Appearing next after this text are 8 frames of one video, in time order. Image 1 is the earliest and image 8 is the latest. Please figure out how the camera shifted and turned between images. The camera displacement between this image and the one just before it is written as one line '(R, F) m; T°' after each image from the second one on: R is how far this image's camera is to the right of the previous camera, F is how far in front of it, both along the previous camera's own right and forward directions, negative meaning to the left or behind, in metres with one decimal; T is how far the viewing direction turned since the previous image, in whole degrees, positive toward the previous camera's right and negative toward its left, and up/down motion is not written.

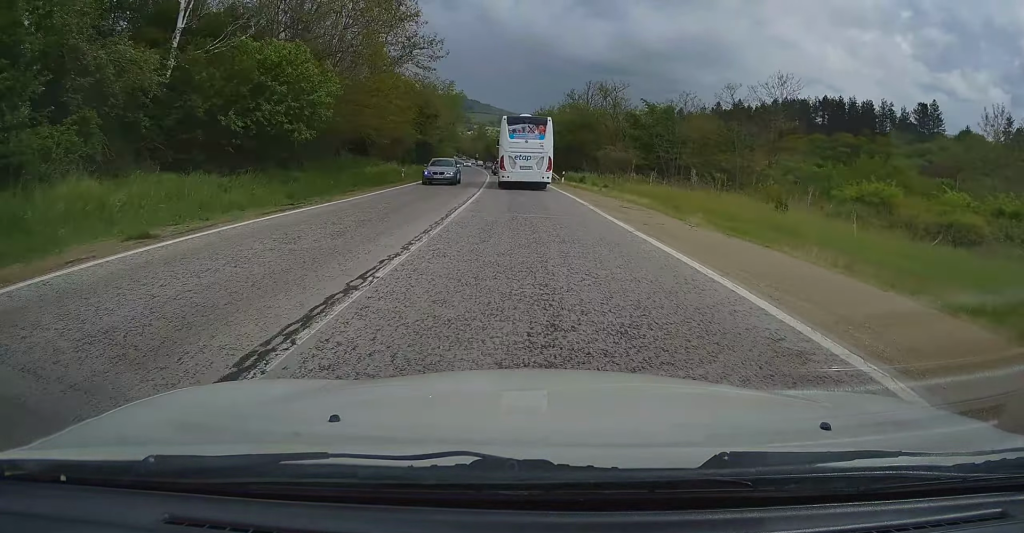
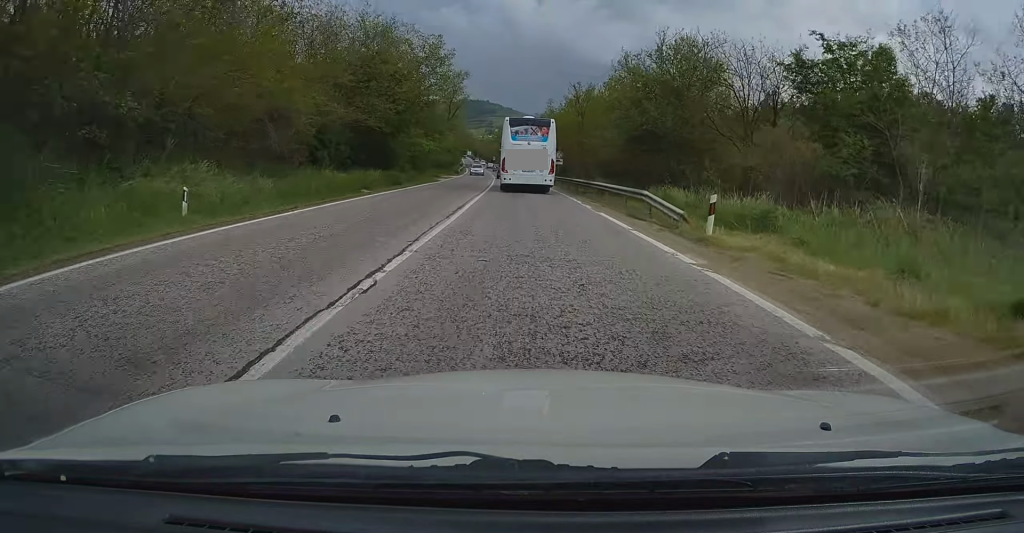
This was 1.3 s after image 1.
(-0.5, +31.1) m; -2°
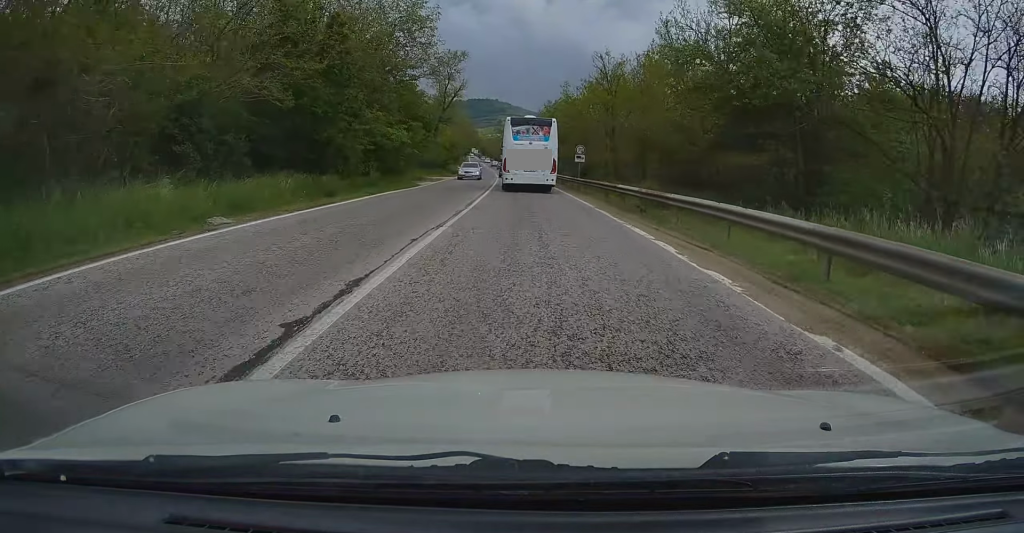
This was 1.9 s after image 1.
(0.0, +14.0) m; -1°
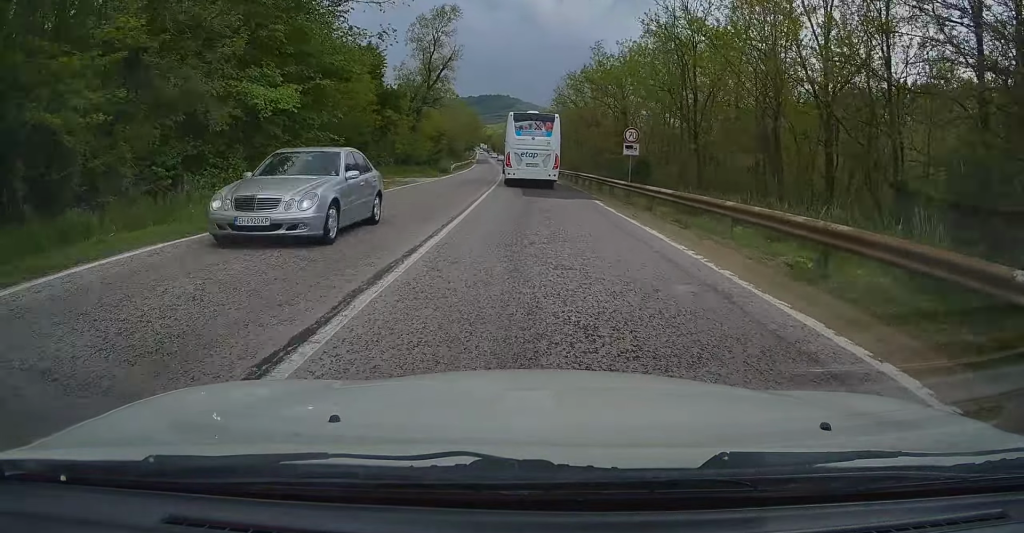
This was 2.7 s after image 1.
(-0.2, +18.5) m; -1°
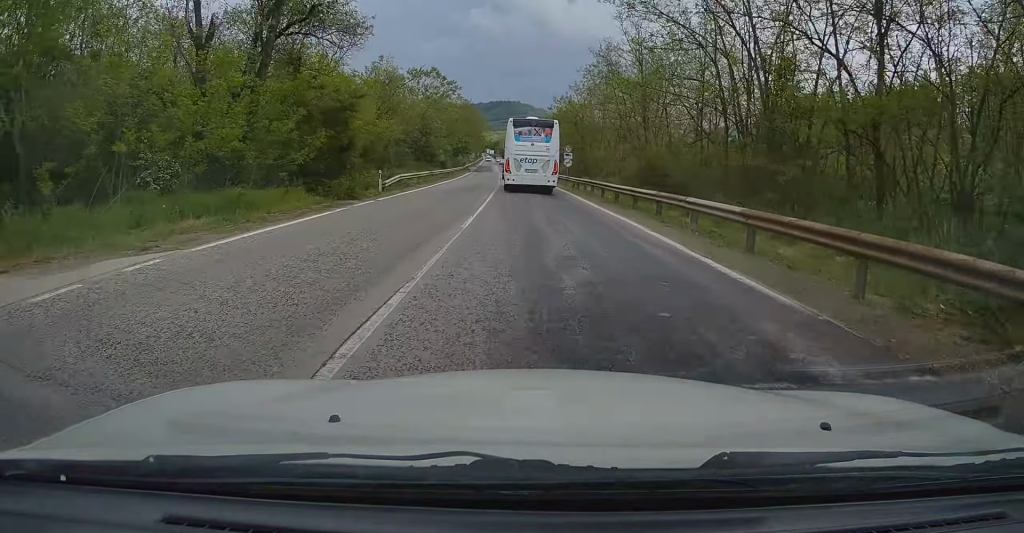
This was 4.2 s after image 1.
(-0.4, +34.5) m; -2°
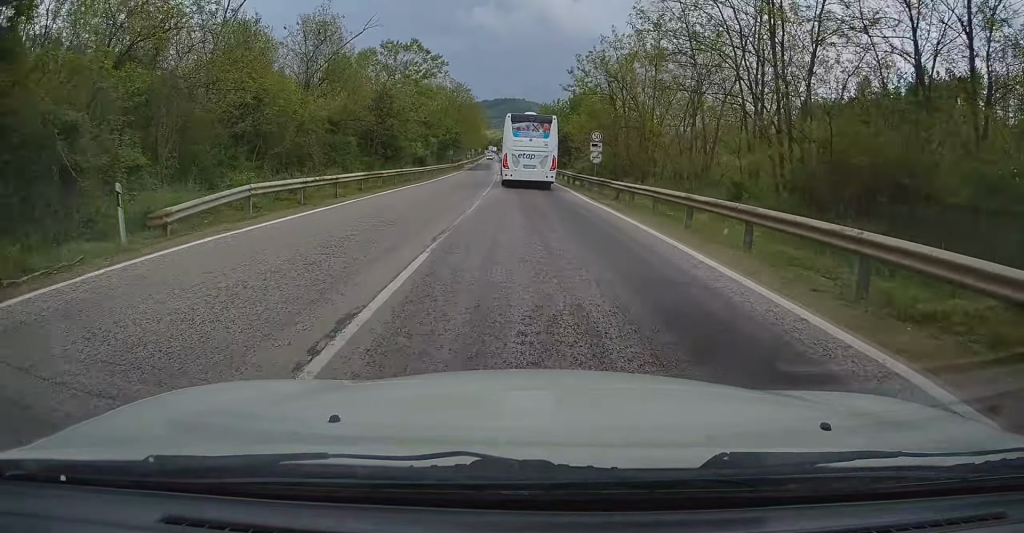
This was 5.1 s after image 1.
(-0.2, +18.9) m; -1°
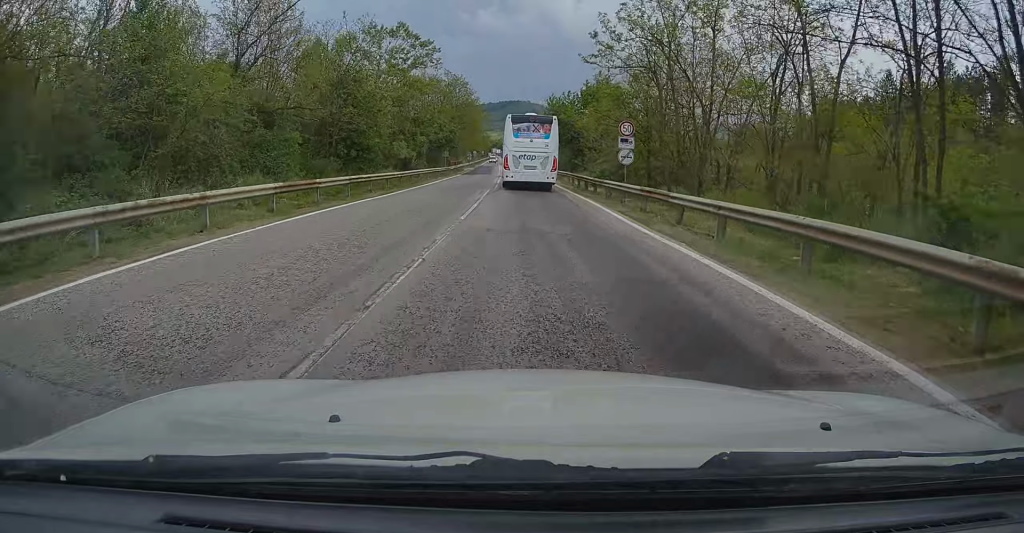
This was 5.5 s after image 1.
(0.0, +9.7) m; 0°
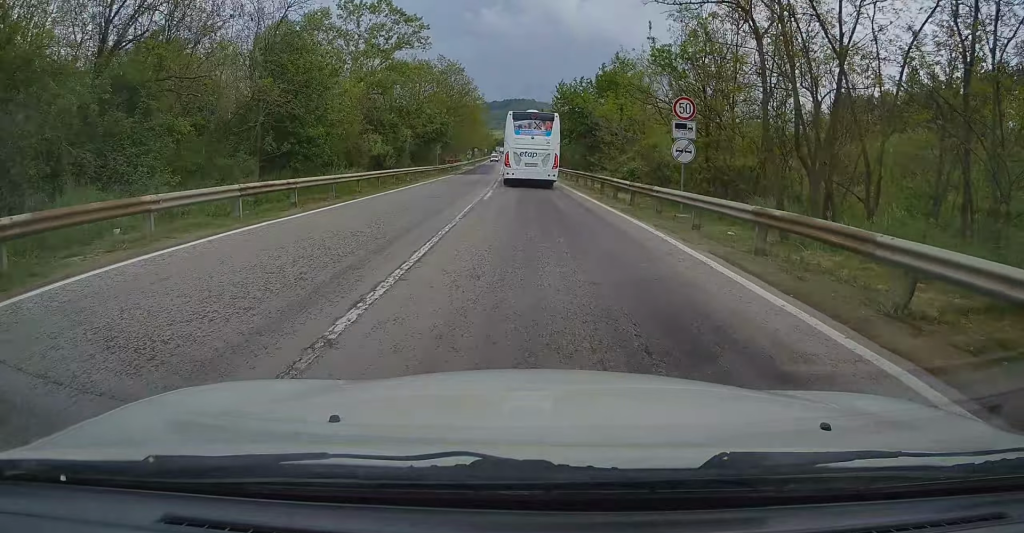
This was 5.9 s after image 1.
(0.0, +9.7) m; 0°
